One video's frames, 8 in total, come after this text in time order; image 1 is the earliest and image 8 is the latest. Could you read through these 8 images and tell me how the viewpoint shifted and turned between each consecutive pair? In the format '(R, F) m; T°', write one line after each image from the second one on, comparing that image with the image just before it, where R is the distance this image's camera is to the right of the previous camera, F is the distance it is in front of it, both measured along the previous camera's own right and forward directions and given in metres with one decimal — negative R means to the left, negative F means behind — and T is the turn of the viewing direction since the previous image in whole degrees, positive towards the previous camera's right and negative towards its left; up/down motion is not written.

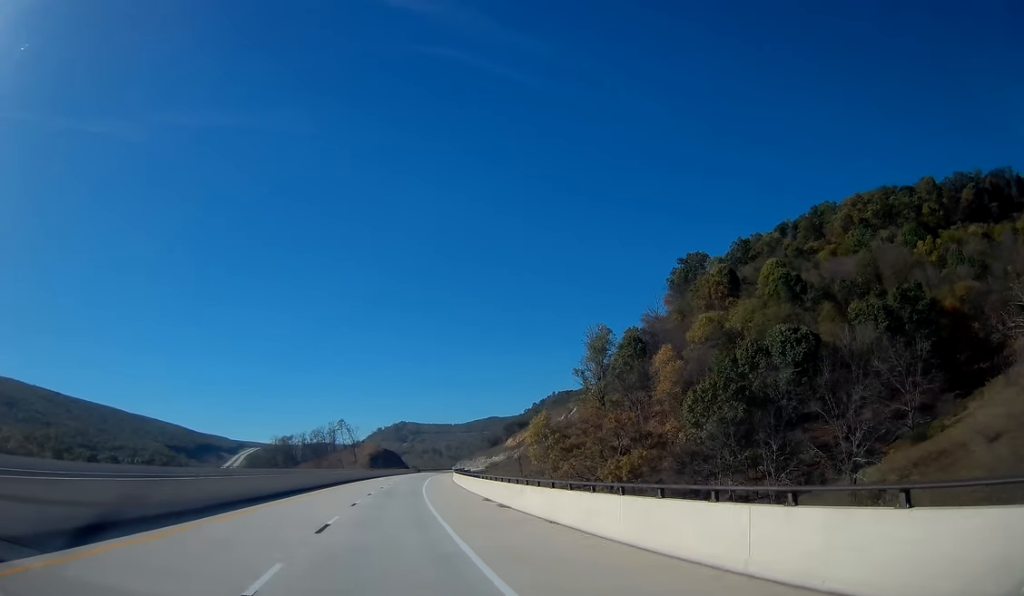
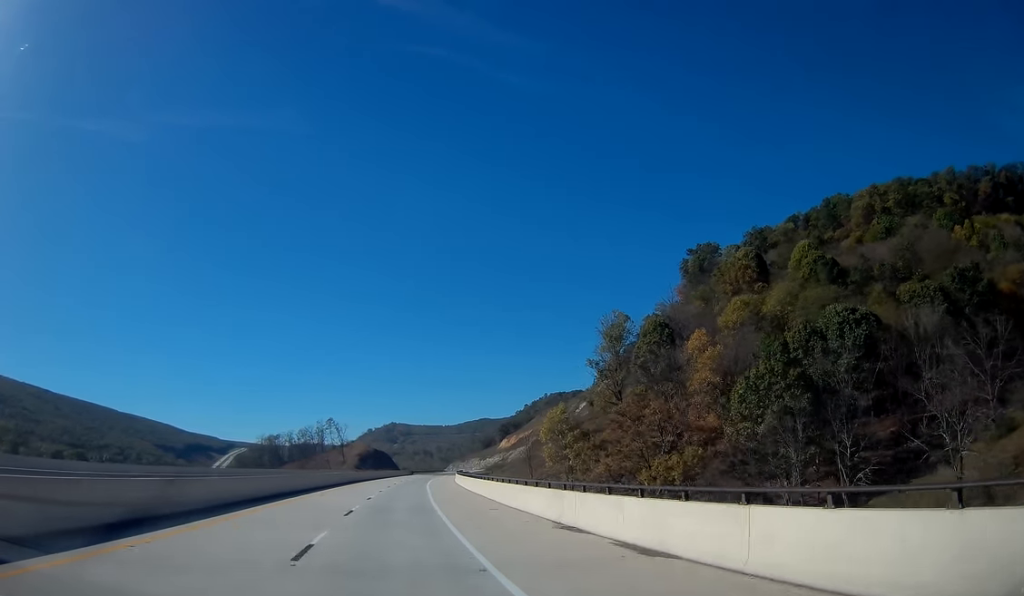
(+0.2, +18.0) m; +1°
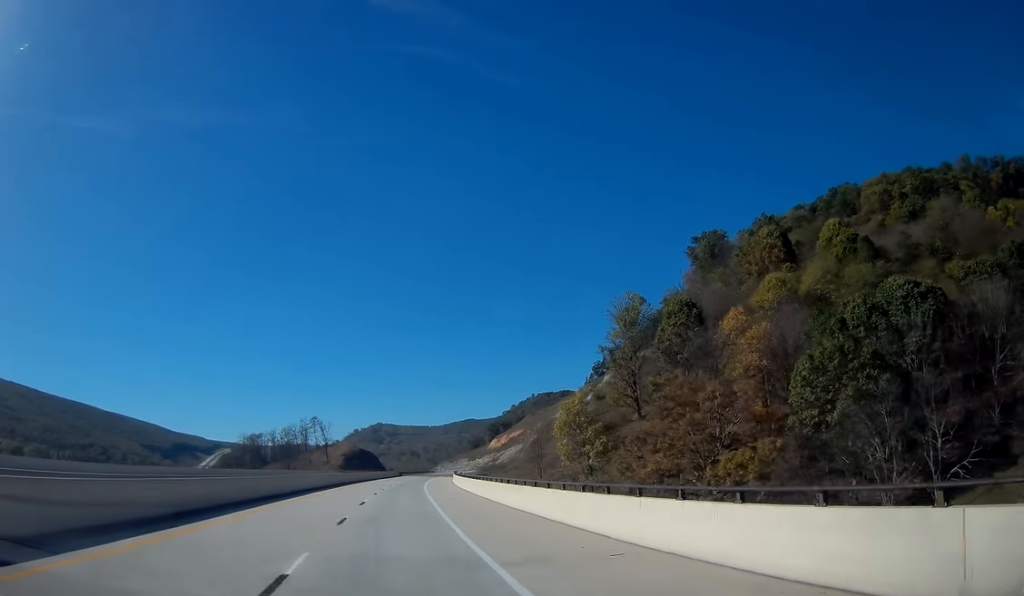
(0.0, +16.9) m; +1°
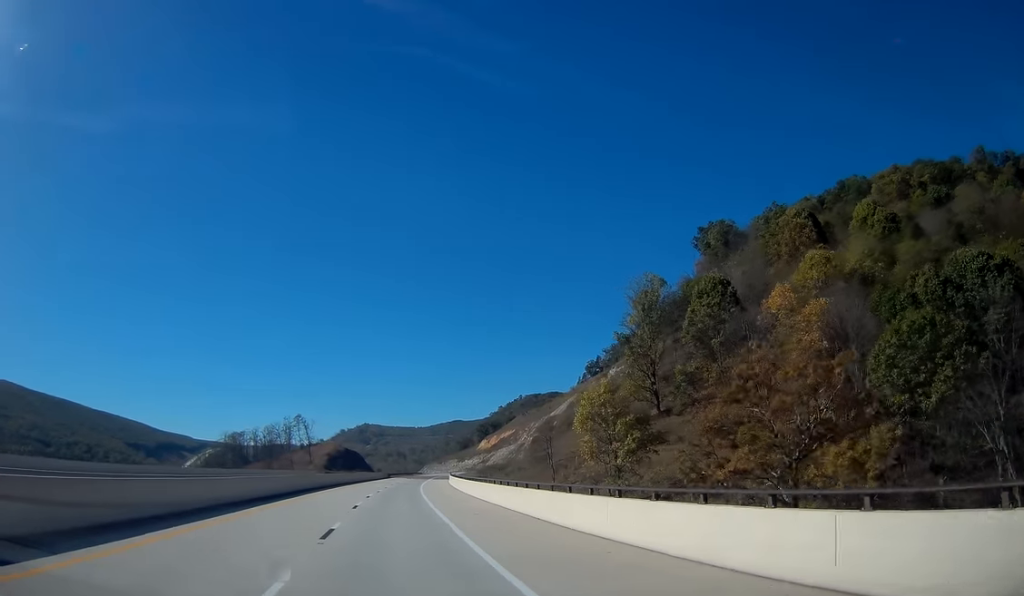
(+0.3, +15.8) m; +1°
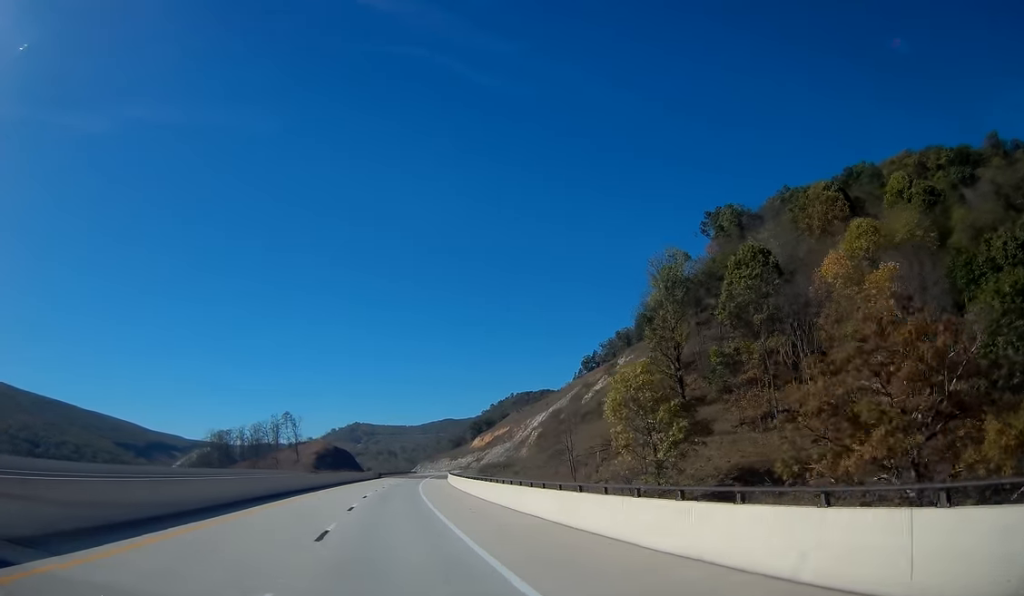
(0.0, +13.8) m; +1°
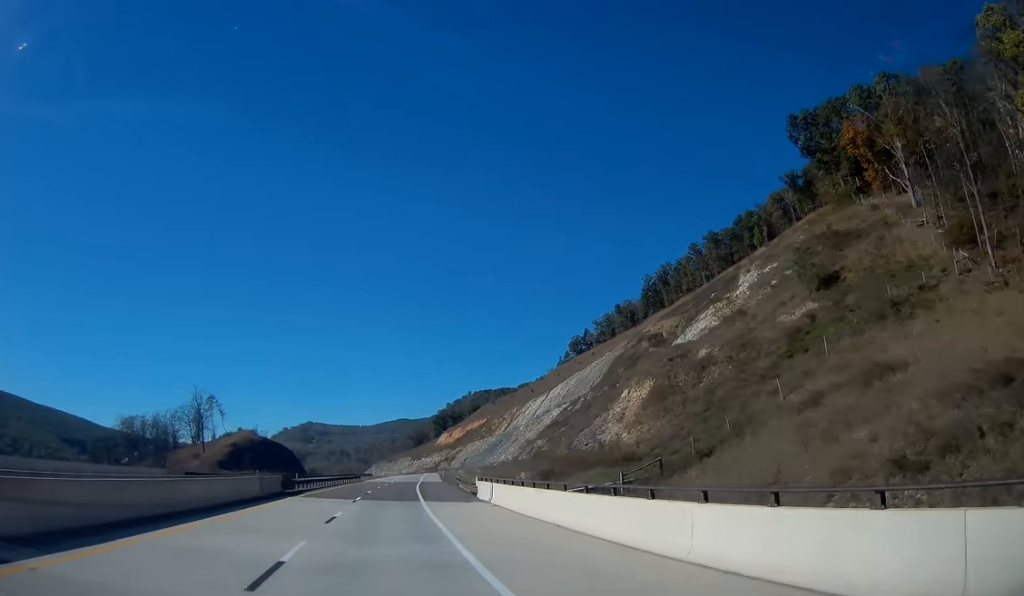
(+2.8, +80.1) m; +4°
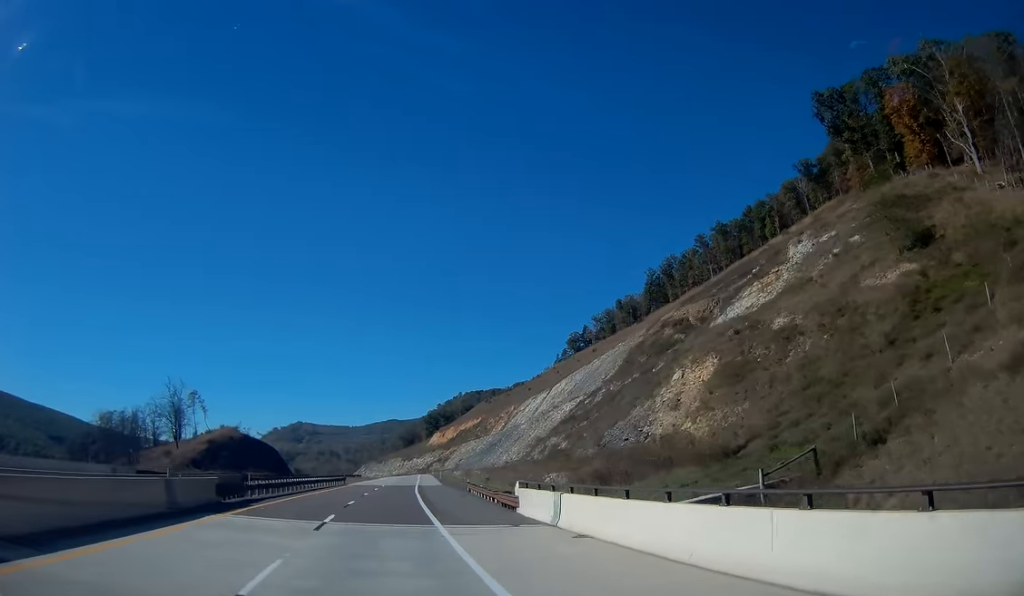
(+0.1, +15.6) m; +1°
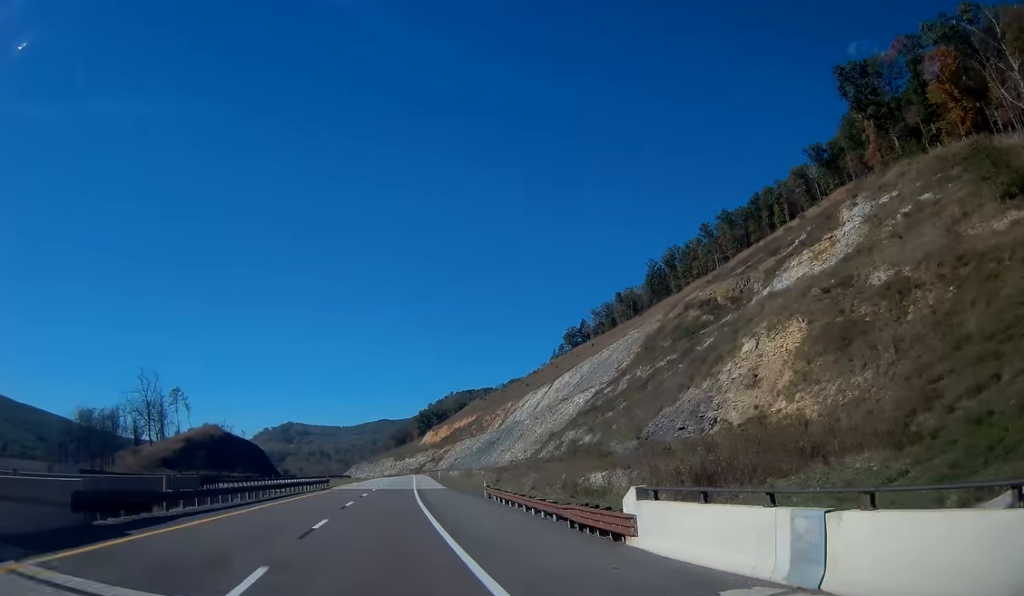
(0.0, +13.6) m; 0°
